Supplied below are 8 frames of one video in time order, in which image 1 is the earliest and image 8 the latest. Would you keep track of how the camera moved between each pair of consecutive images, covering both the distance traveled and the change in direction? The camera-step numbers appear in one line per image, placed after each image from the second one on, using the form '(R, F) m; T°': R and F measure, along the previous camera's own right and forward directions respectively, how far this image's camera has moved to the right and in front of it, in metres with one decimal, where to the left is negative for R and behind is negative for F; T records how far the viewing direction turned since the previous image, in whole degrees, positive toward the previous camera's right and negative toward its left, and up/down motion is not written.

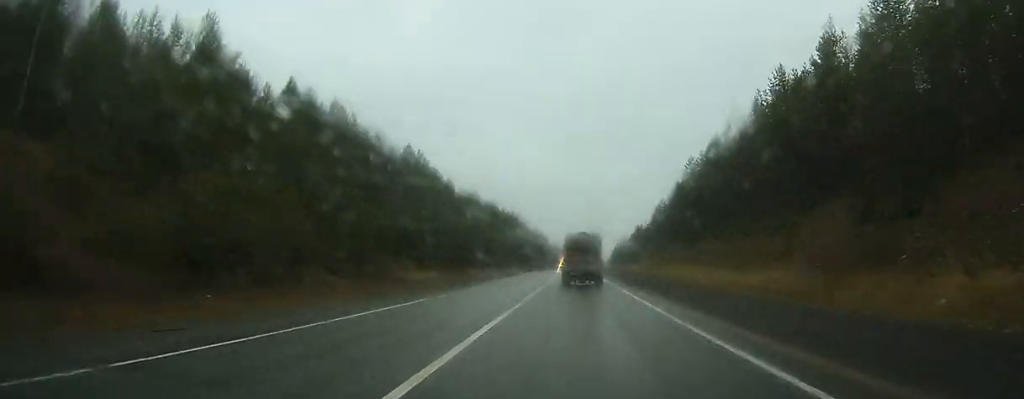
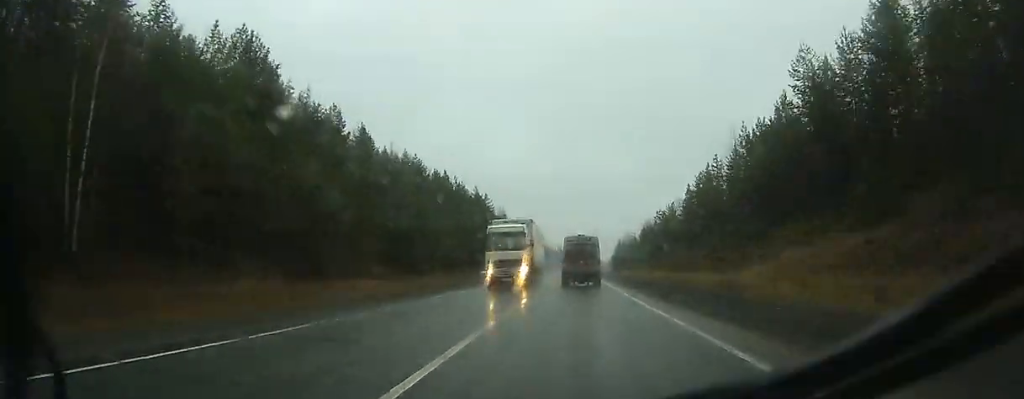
(+0.4, +57.3) m; +1°
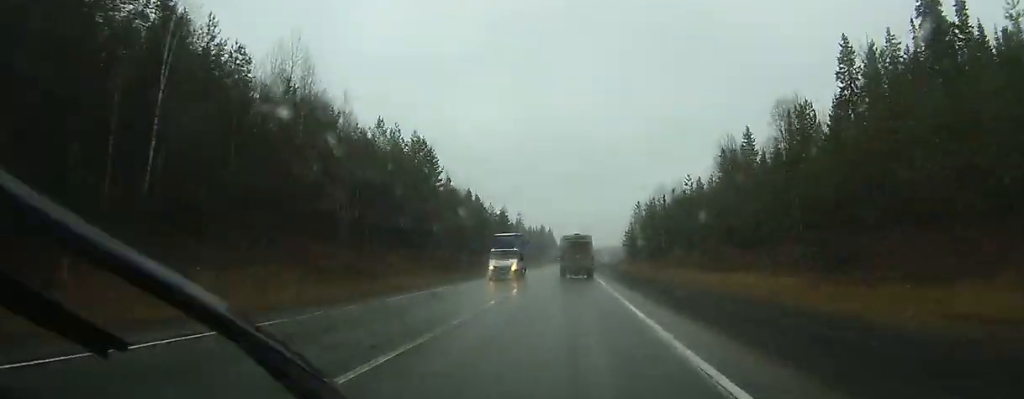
(+0.5, +129.6) m; 0°
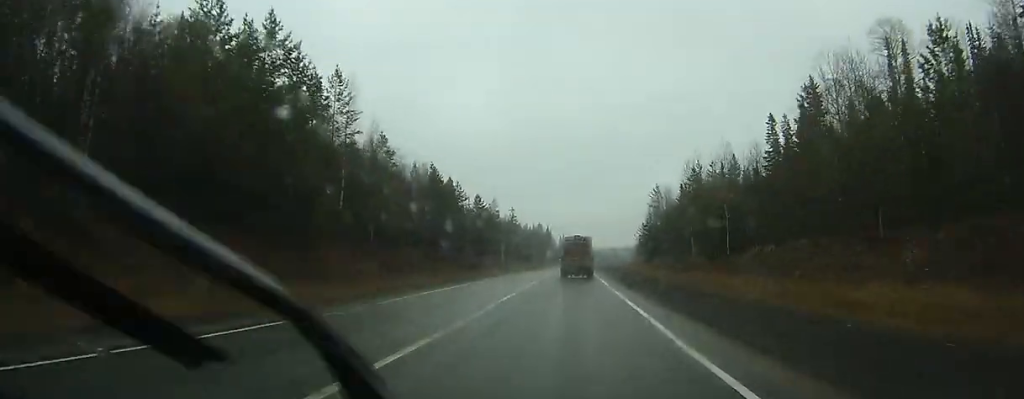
(+0.3, +38.0) m; 0°
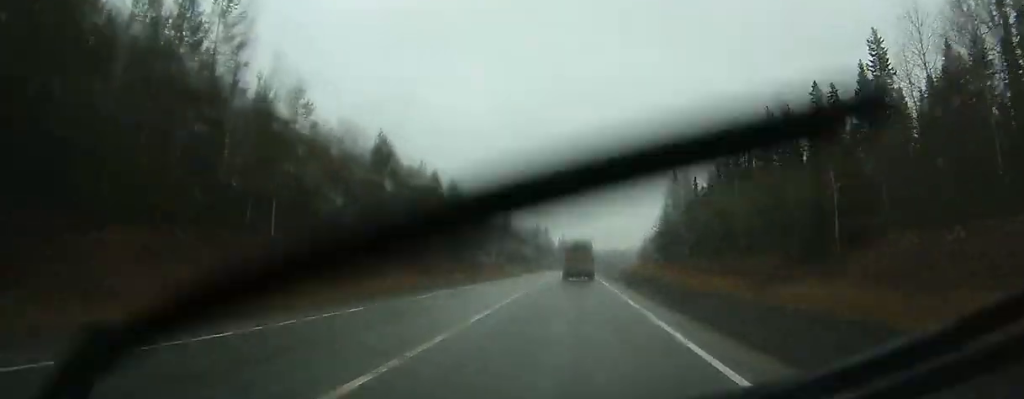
(-0.1, +22.5) m; 0°
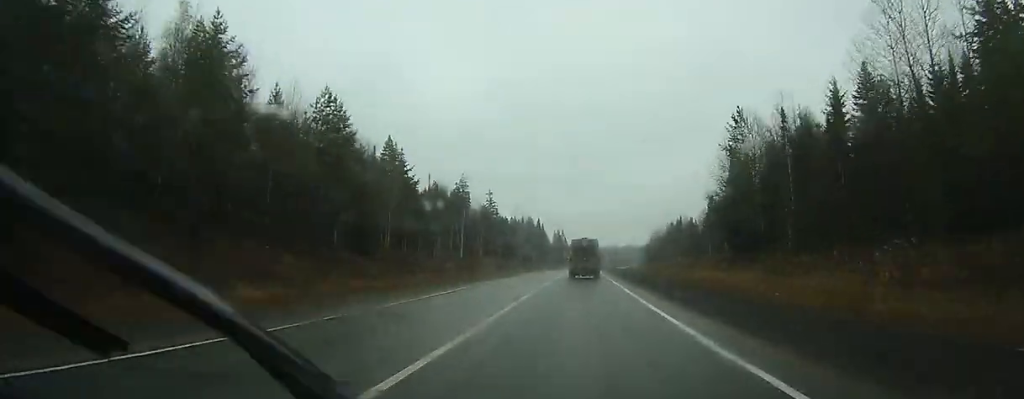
(+0.2, +43.3) m; +1°
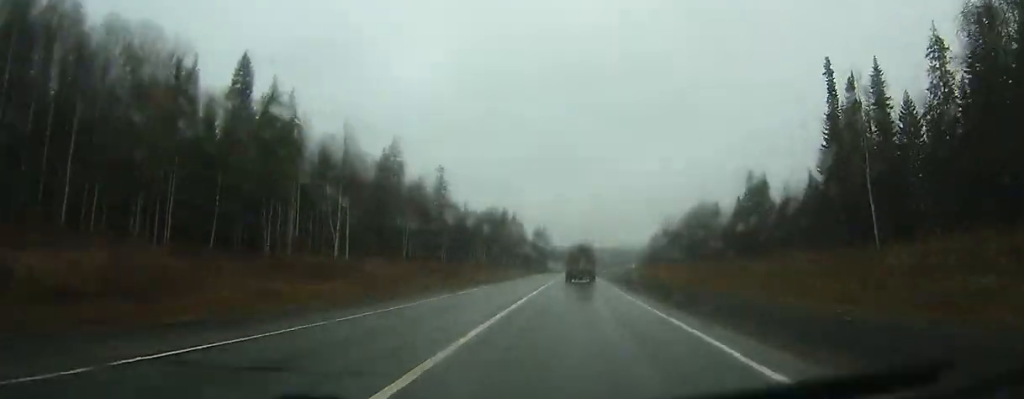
(+0.4, +58.8) m; +1°
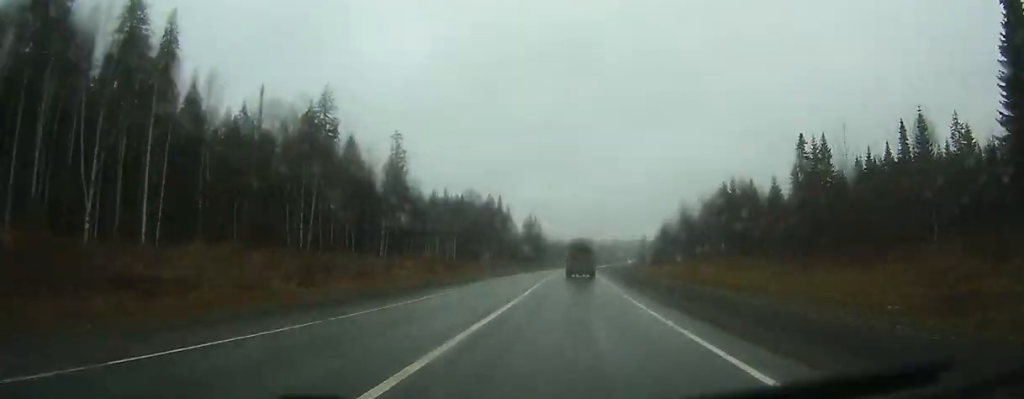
(+0.1, +34.2) m; 0°
